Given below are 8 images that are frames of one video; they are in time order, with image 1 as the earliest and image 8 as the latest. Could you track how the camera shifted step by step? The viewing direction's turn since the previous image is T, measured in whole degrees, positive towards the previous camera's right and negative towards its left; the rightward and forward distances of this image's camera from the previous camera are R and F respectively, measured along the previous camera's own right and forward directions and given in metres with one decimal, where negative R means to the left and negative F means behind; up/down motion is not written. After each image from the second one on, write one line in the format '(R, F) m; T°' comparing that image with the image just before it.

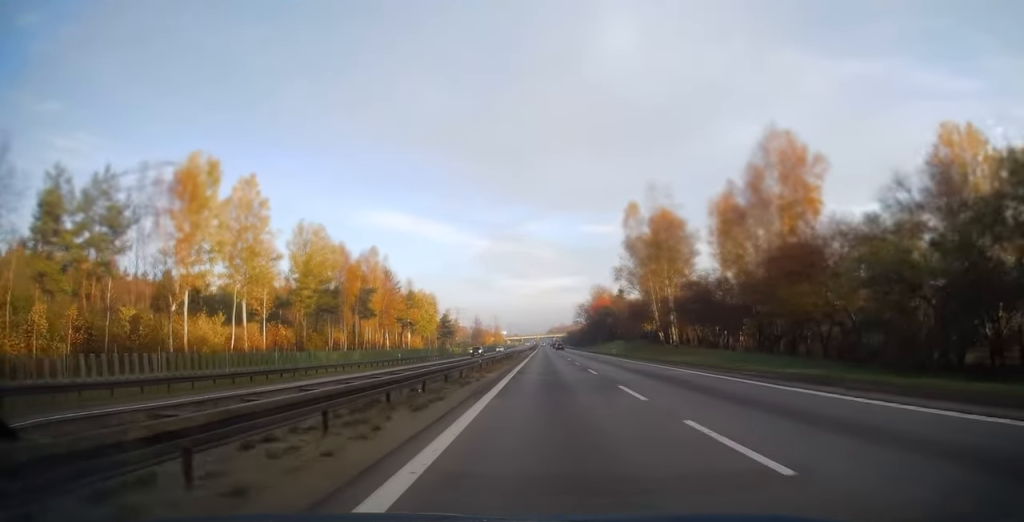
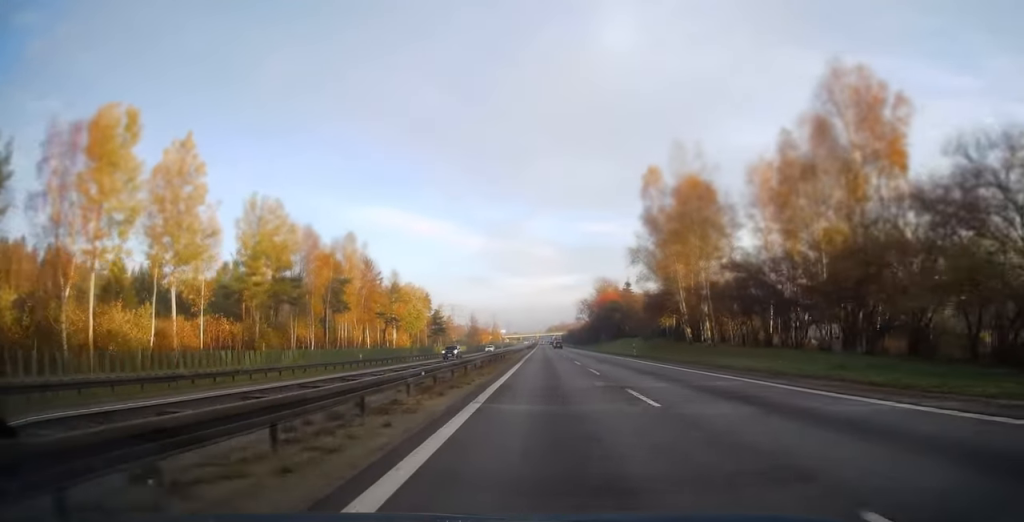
(0.0, +13.9) m; 0°
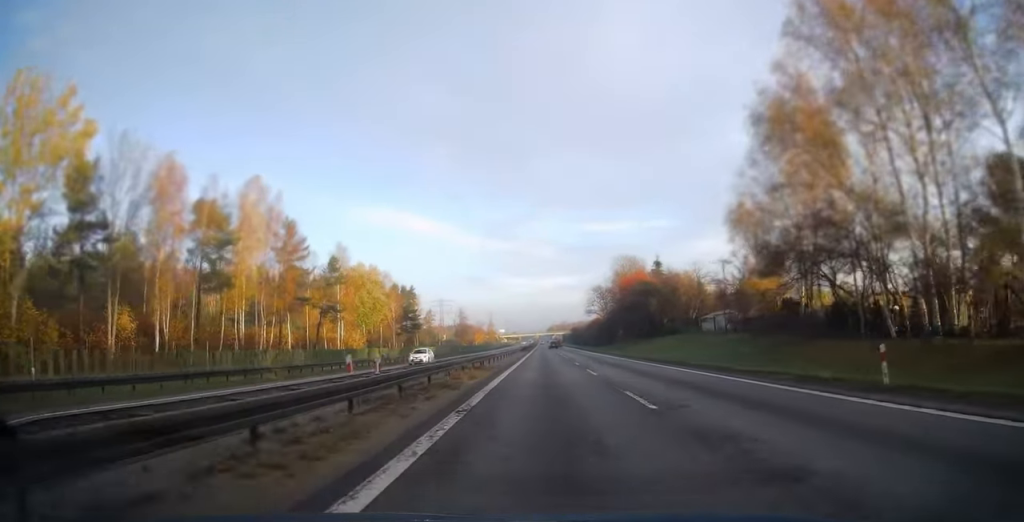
(+0.1, +36.5) m; 0°
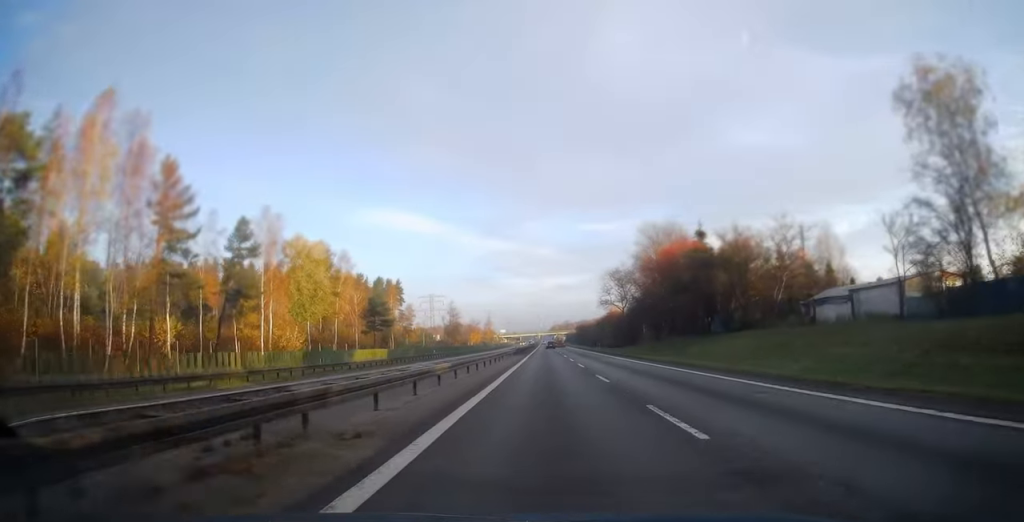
(+0.1, +27.9) m; 0°
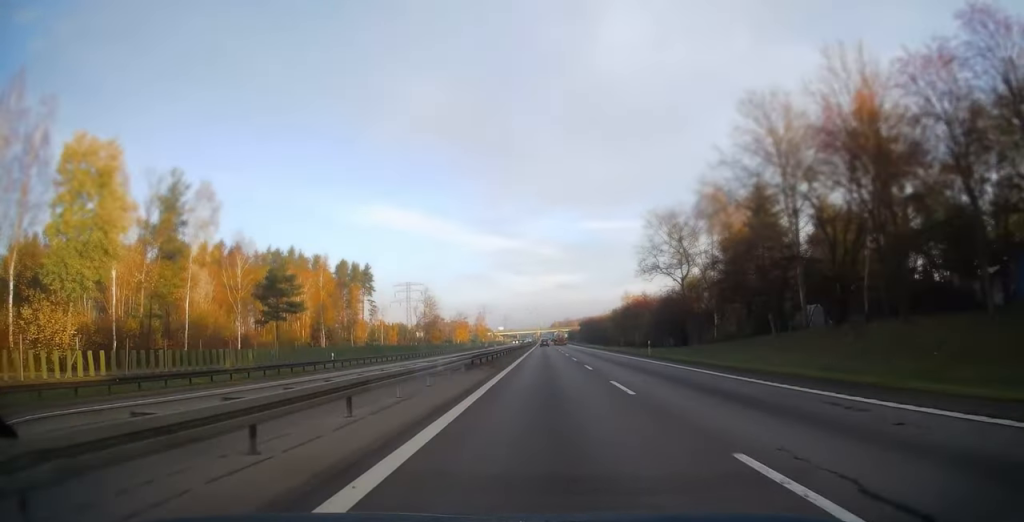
(-0.1, +41.8) m; 0°
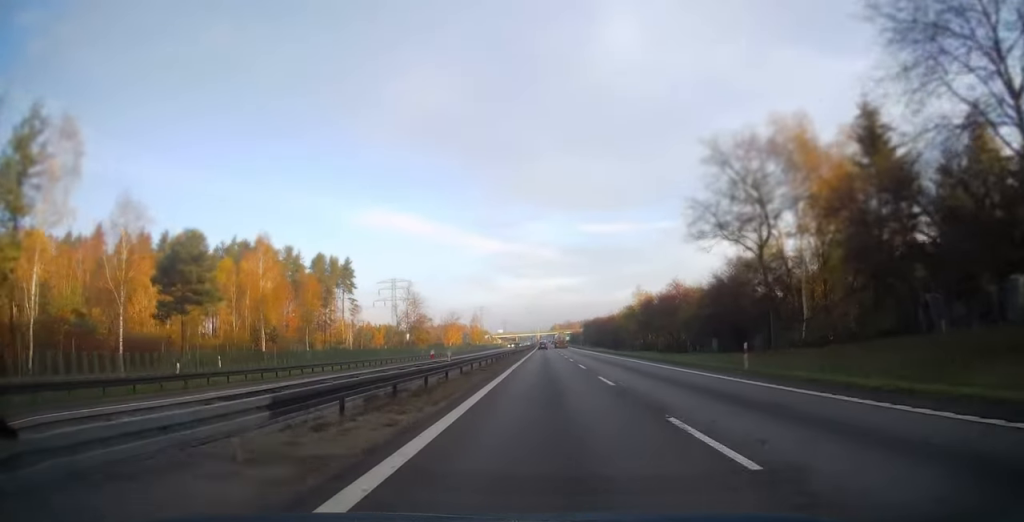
(0.0, +20.3) m; 0°
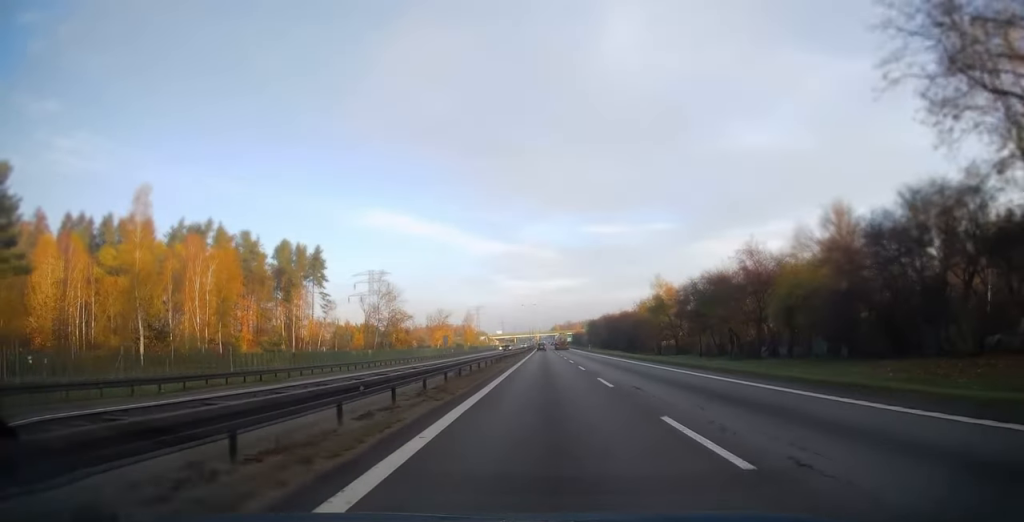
(0.0, +24.0) m; 0°
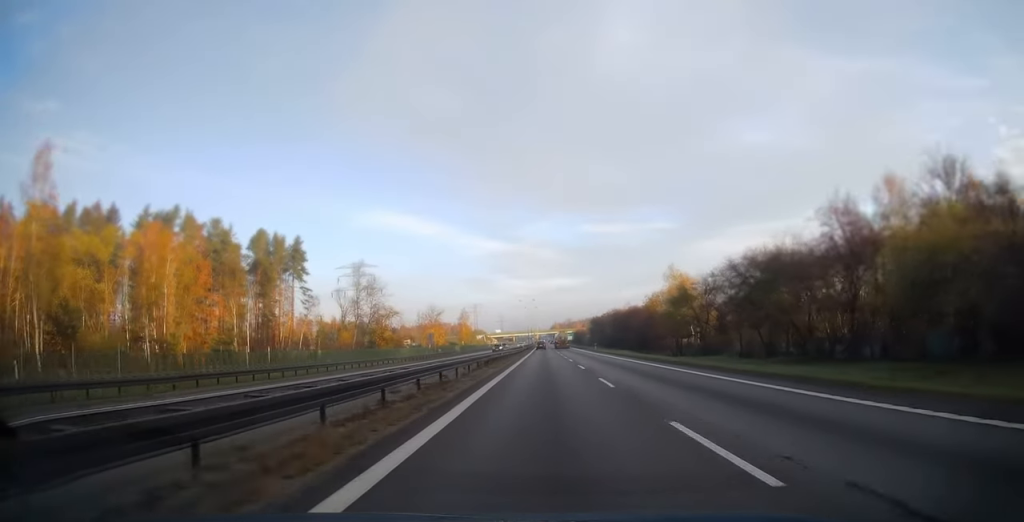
(0.0, +12.8) m; 0°
